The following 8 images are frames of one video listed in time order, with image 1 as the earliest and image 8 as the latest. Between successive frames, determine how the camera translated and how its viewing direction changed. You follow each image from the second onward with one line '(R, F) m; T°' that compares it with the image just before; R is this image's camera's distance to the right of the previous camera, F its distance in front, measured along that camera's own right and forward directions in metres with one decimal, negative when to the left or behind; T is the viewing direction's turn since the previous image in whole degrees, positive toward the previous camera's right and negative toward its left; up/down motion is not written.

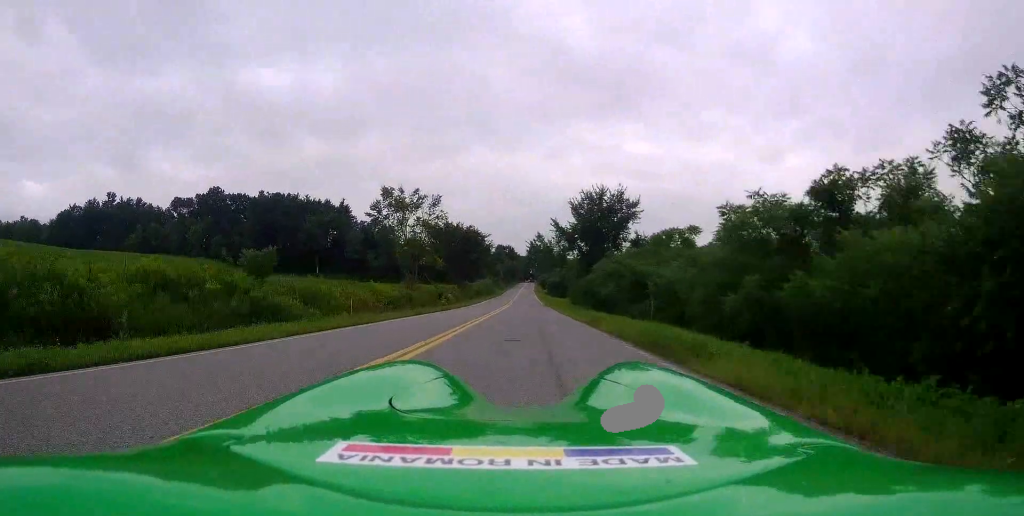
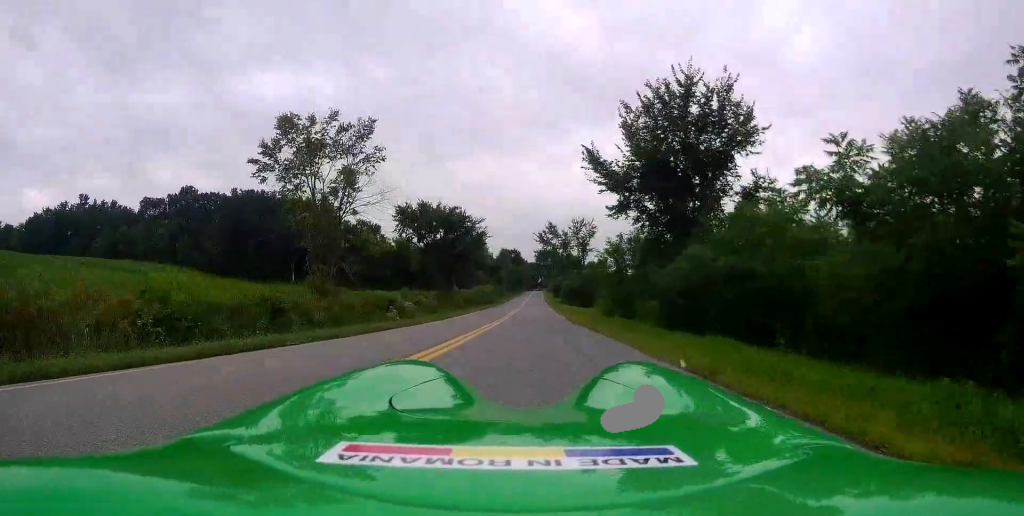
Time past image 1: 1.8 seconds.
(+0.1, +25.1) m; 0°
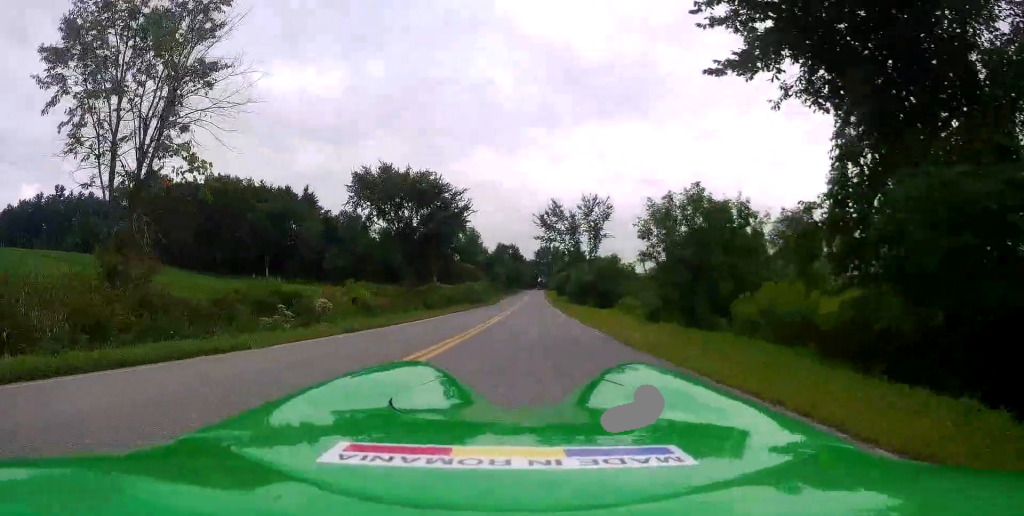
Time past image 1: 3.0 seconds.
(0.0, +16.2) m; 0°
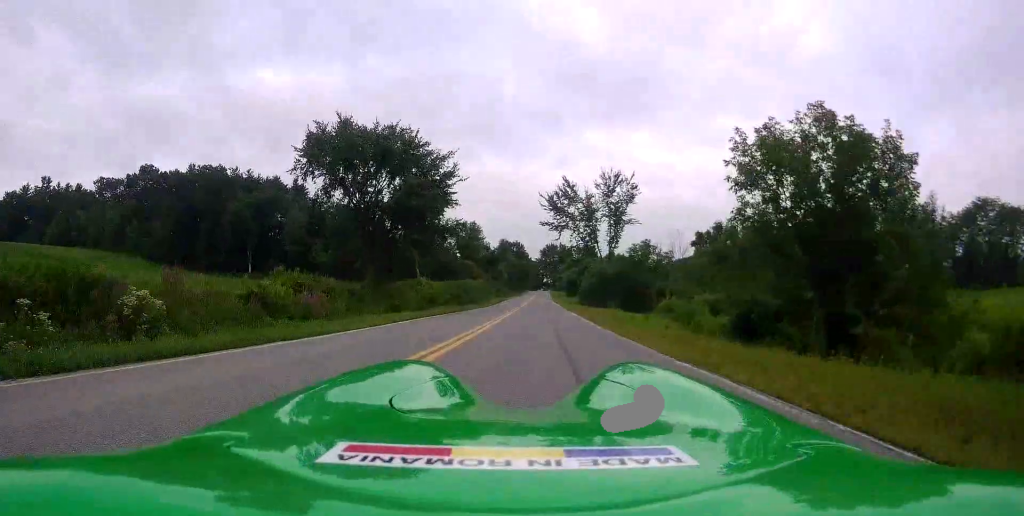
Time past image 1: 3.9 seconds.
(0.0, +12.2) m; 0°
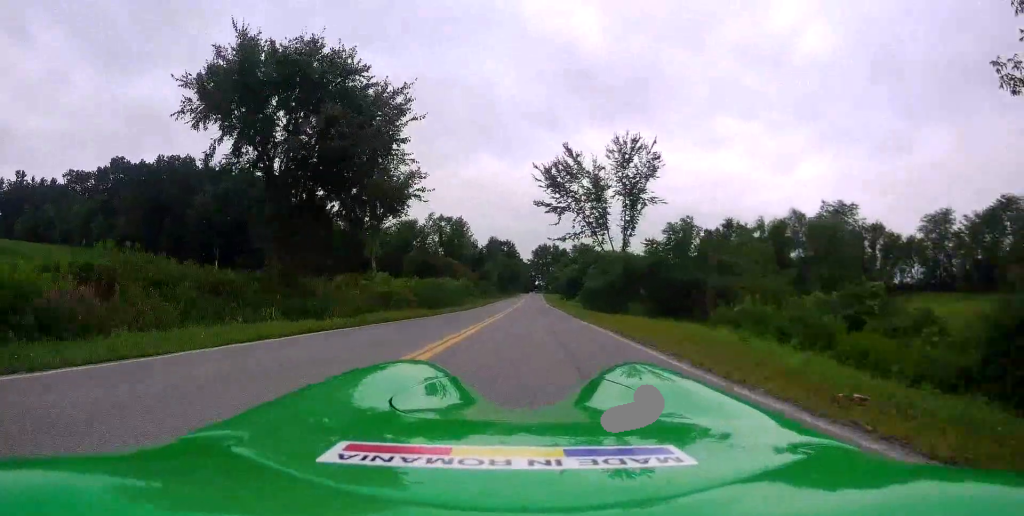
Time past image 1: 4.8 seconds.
(0.0, +12.1) m; 0°
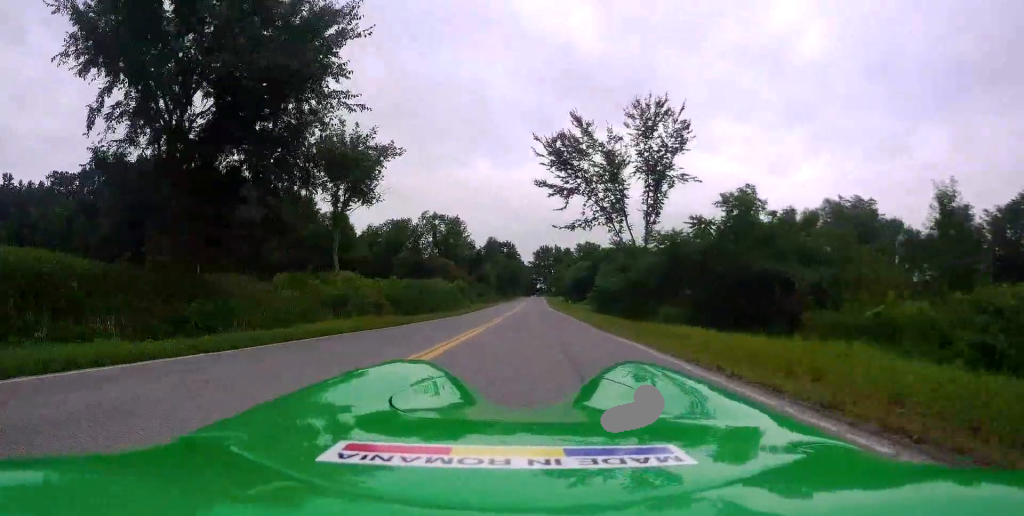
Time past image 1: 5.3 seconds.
(0.0, +7.5) m; 0°
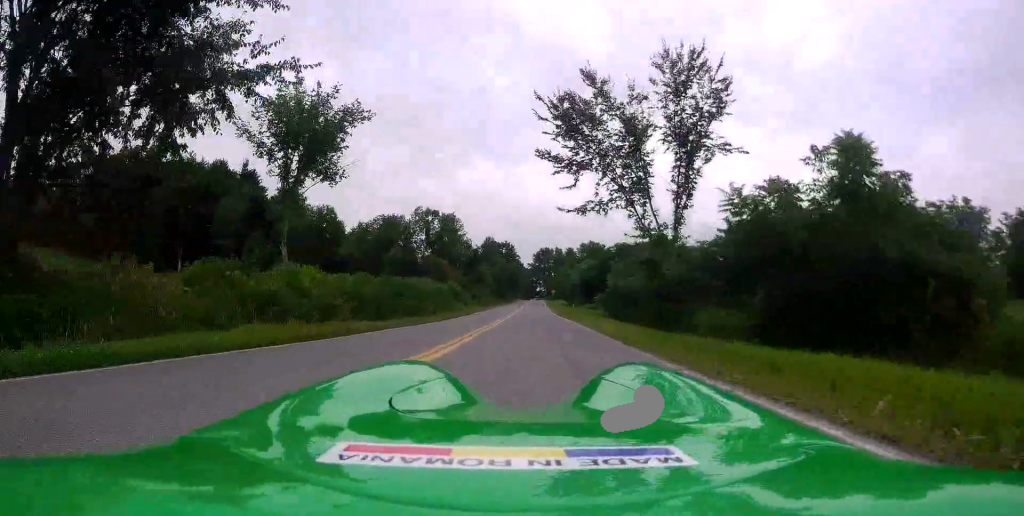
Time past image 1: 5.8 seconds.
(0.0, +7.0) m; 0°
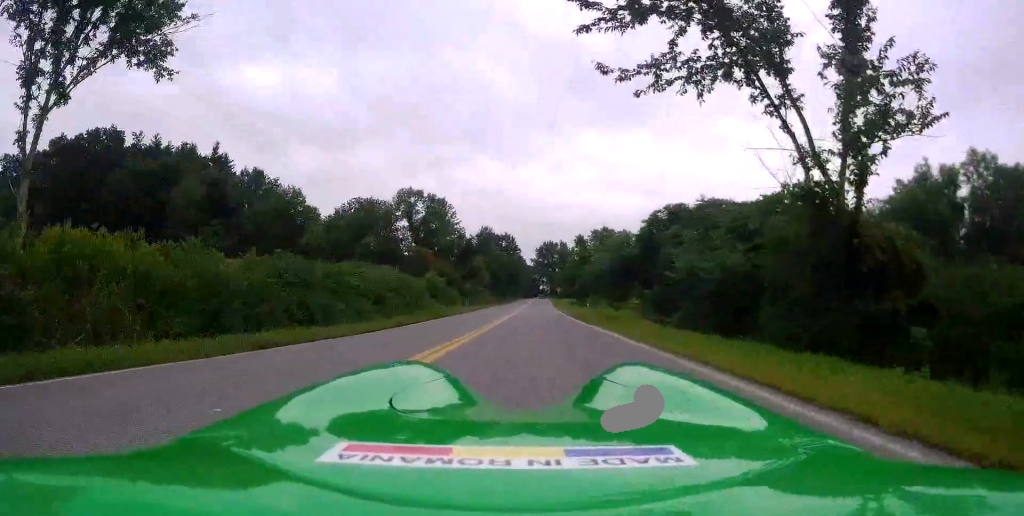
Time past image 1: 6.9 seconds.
(0.0, +15.7) m; 0°
